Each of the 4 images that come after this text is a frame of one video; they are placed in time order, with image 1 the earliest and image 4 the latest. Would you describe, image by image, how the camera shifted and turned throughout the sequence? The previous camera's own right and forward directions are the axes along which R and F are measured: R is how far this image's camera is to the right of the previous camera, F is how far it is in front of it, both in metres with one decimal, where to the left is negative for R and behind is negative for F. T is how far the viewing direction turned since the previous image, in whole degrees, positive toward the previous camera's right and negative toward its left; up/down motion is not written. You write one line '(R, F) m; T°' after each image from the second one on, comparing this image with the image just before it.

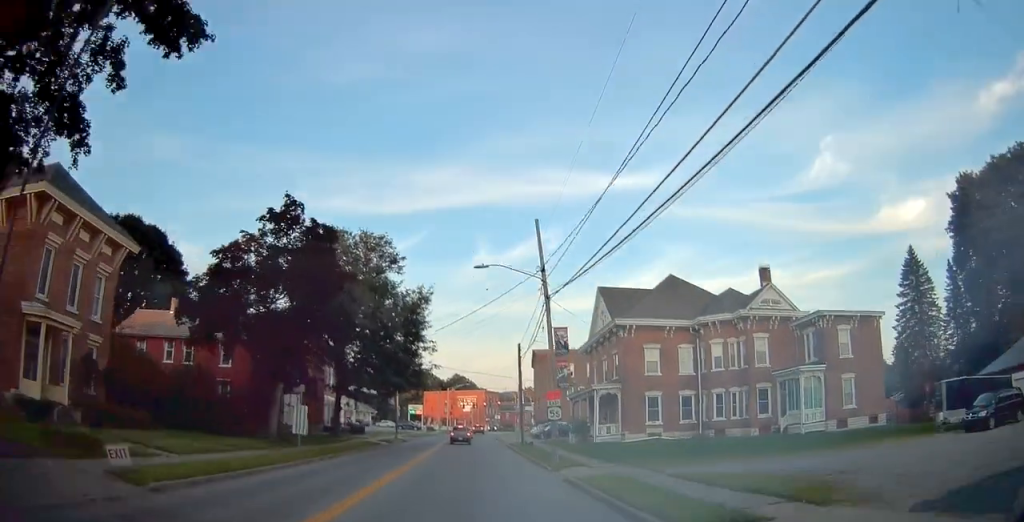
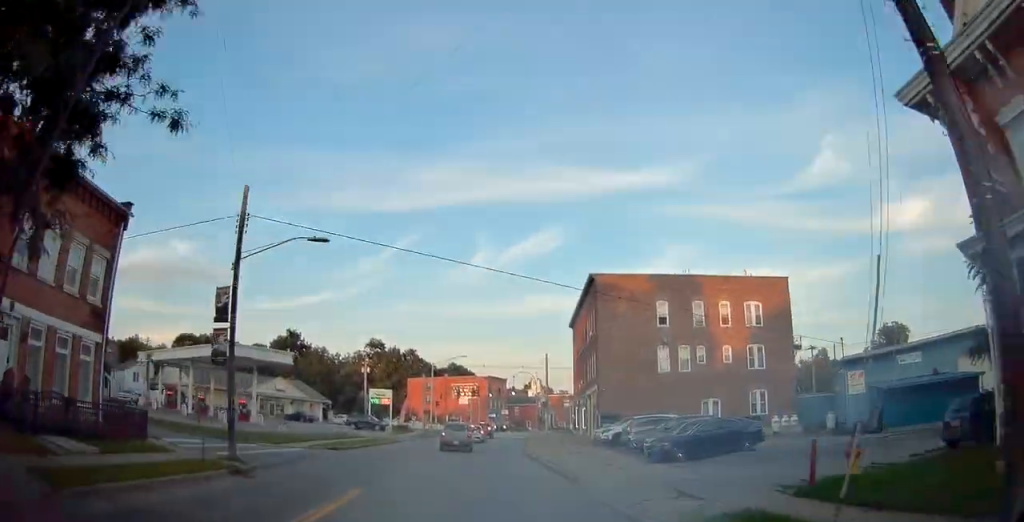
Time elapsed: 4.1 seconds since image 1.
(+0.3, +36.8) m; 0°
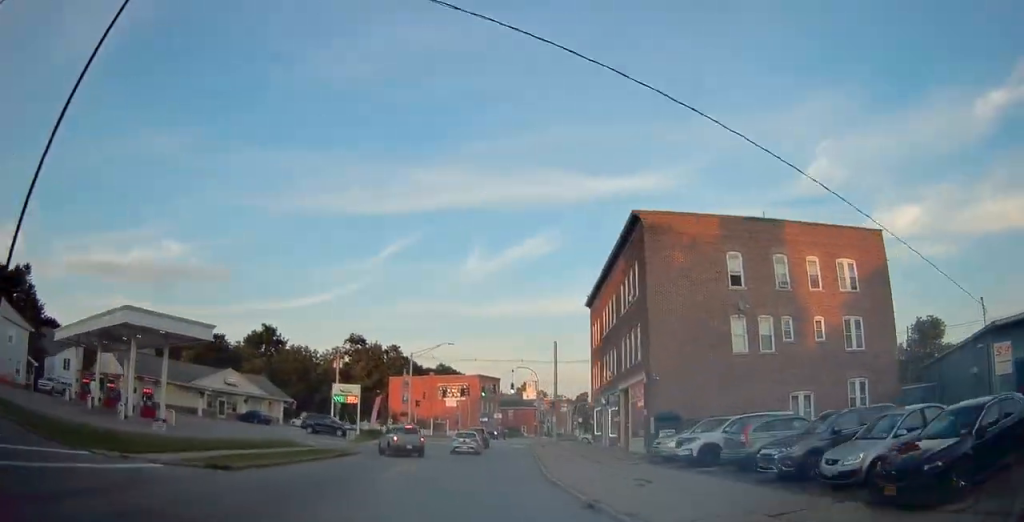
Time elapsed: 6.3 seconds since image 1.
(+0.3, +14.0) m; +1°
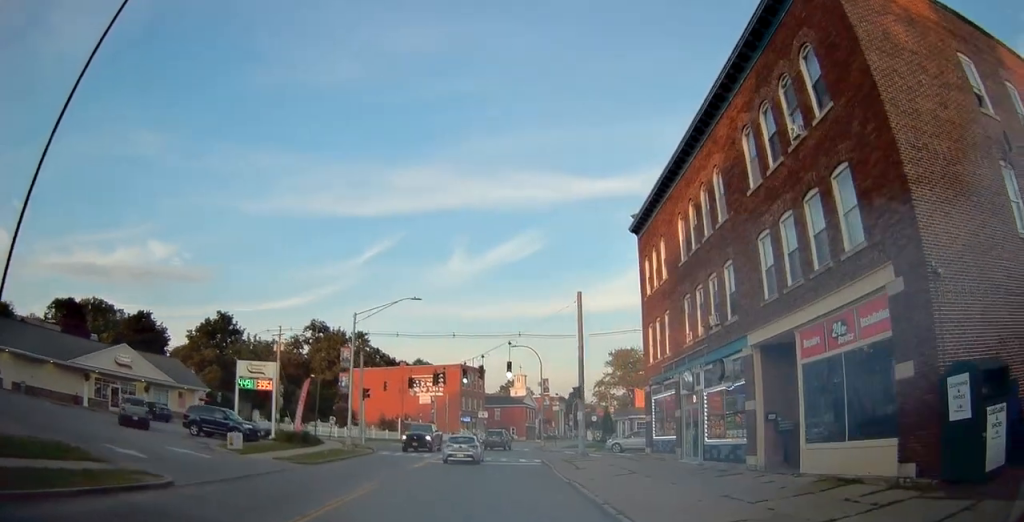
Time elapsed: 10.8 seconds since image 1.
(+0.3, +21.8) m; +1°
